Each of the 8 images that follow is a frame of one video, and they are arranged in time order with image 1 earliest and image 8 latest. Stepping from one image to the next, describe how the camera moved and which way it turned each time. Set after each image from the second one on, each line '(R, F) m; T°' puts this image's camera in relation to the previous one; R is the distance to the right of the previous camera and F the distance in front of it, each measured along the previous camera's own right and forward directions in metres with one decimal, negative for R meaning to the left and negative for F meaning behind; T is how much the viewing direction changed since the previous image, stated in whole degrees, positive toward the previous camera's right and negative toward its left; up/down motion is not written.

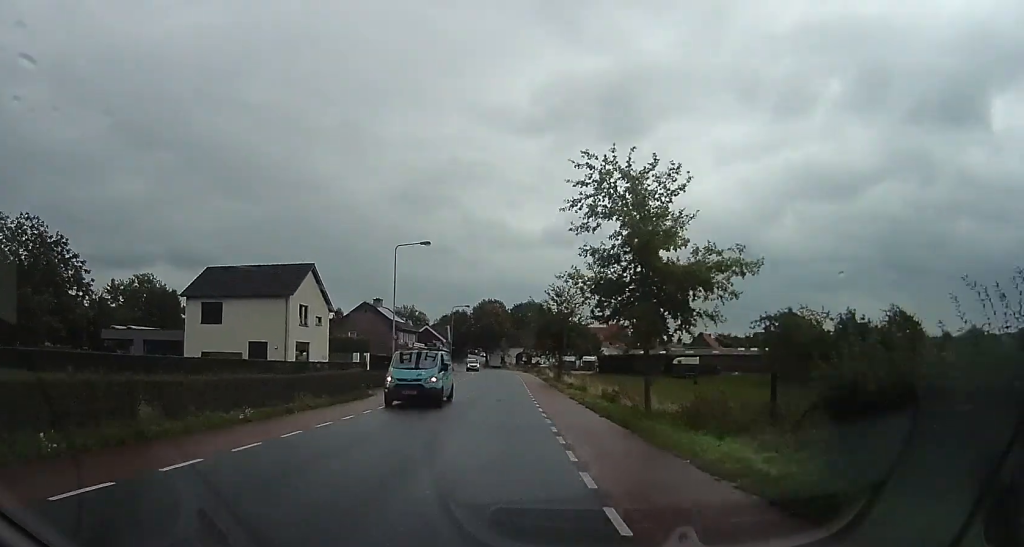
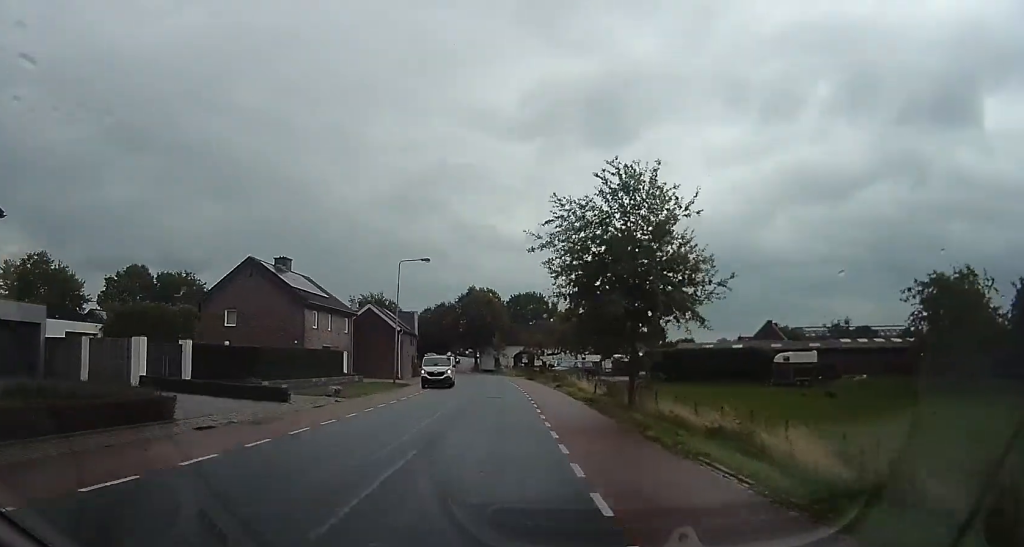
(-0.9, +31.9) m; +4°
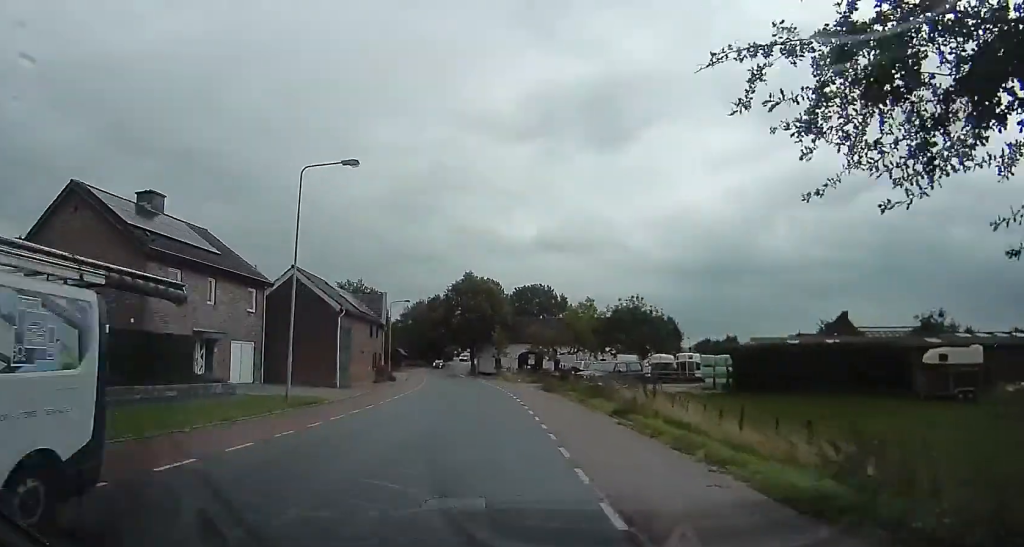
(+1.1, +18.9) m; -2°
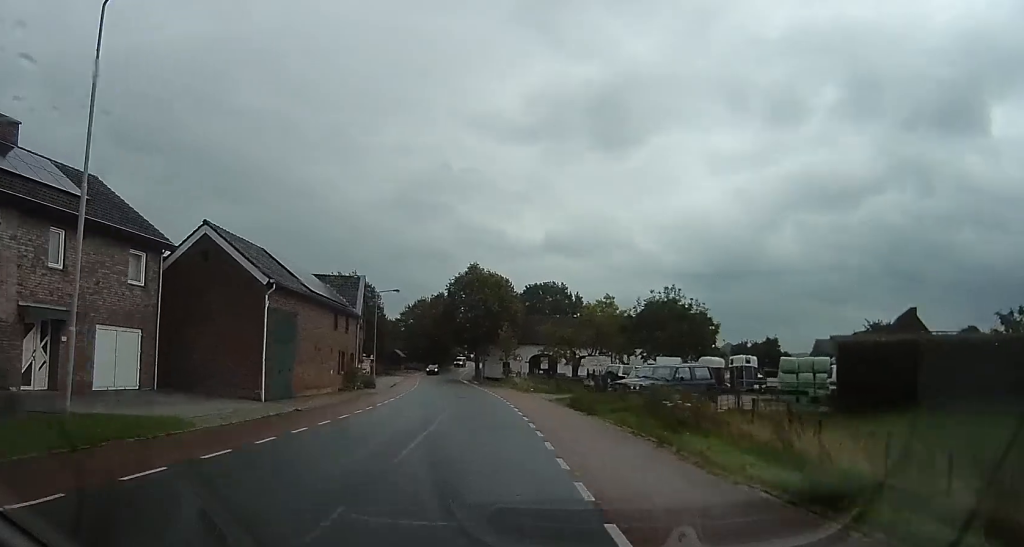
(-0.9, +11.0) m; -5°
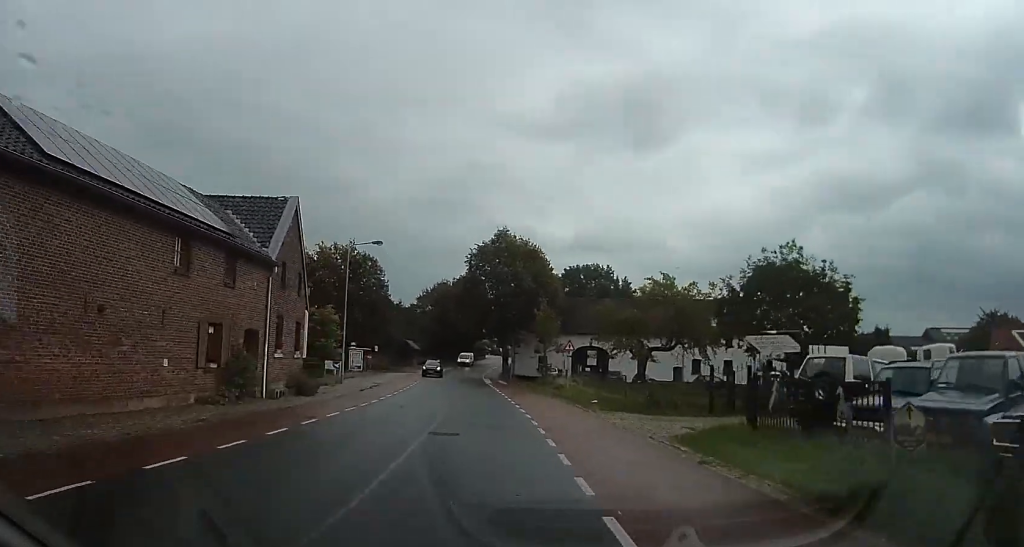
(0.0, +18.4) m; 0°
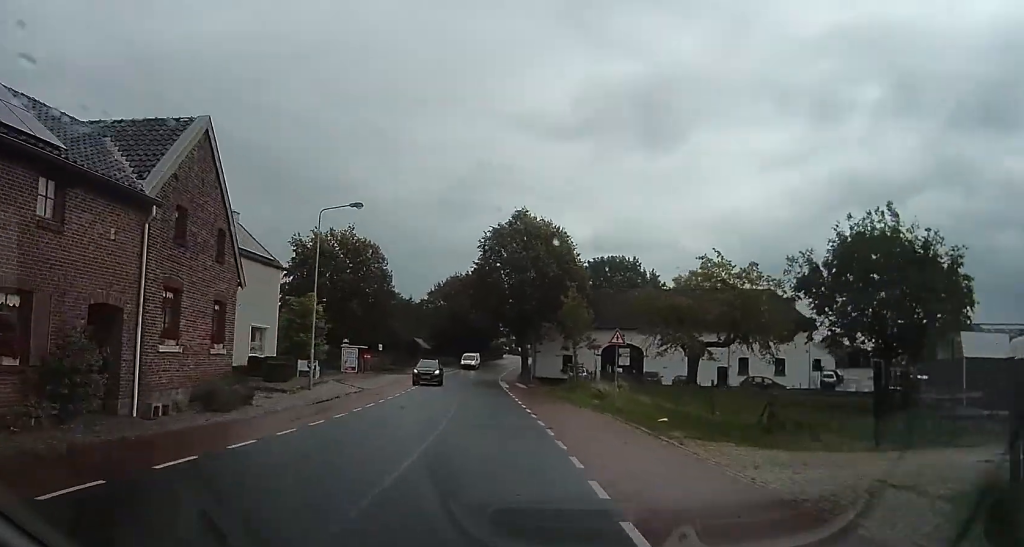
(0.0, +8.4) m; 0°
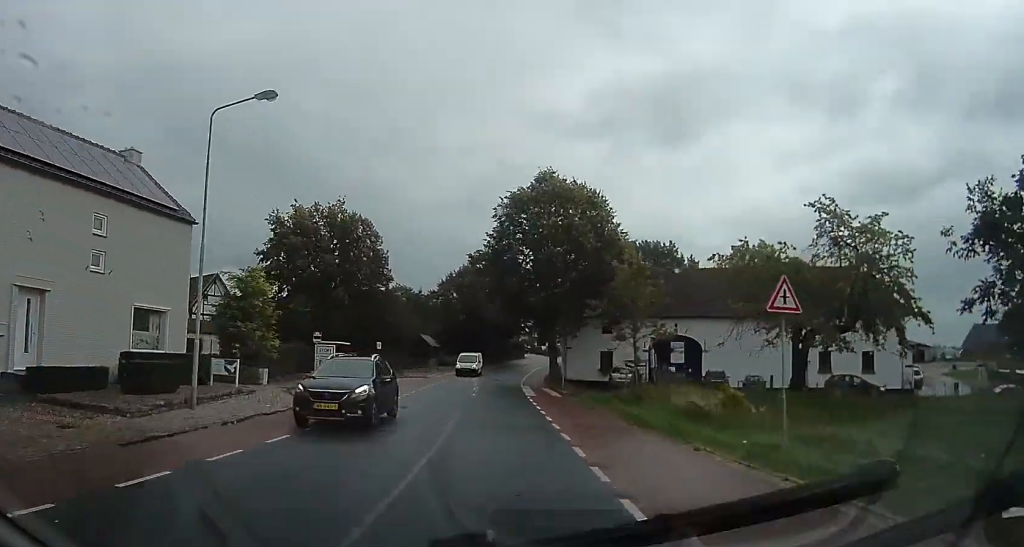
(0.0, +11.6) m; 0°
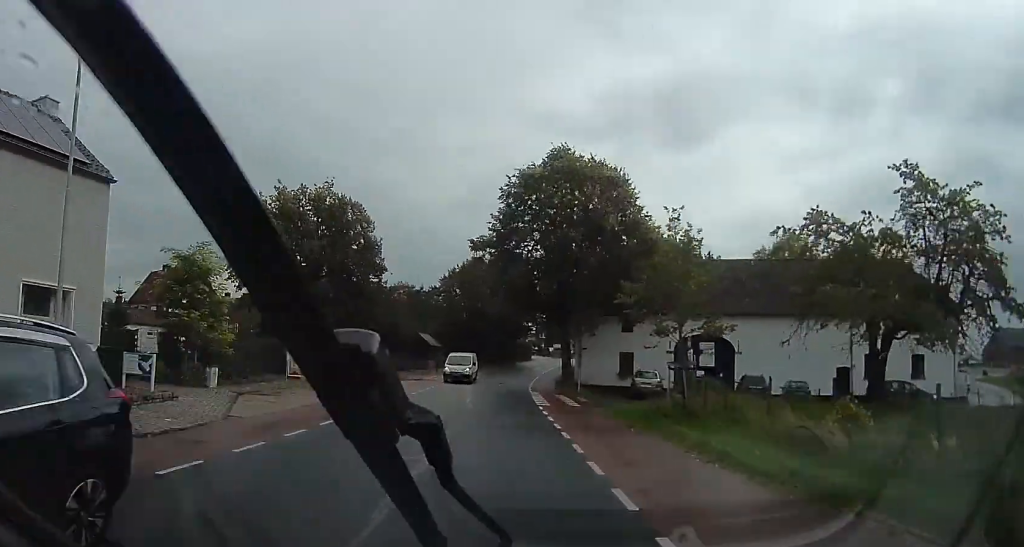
(0.0, +5.5) m; 0°
